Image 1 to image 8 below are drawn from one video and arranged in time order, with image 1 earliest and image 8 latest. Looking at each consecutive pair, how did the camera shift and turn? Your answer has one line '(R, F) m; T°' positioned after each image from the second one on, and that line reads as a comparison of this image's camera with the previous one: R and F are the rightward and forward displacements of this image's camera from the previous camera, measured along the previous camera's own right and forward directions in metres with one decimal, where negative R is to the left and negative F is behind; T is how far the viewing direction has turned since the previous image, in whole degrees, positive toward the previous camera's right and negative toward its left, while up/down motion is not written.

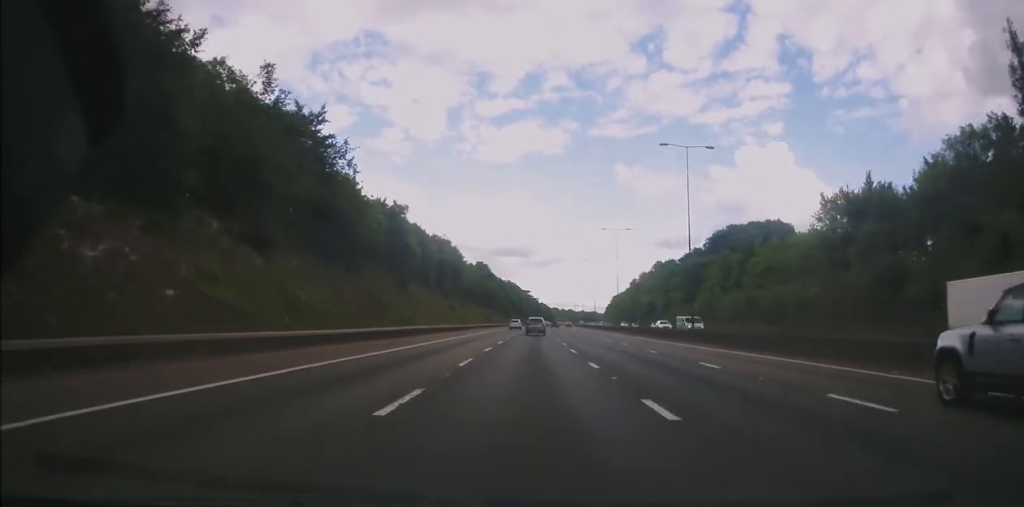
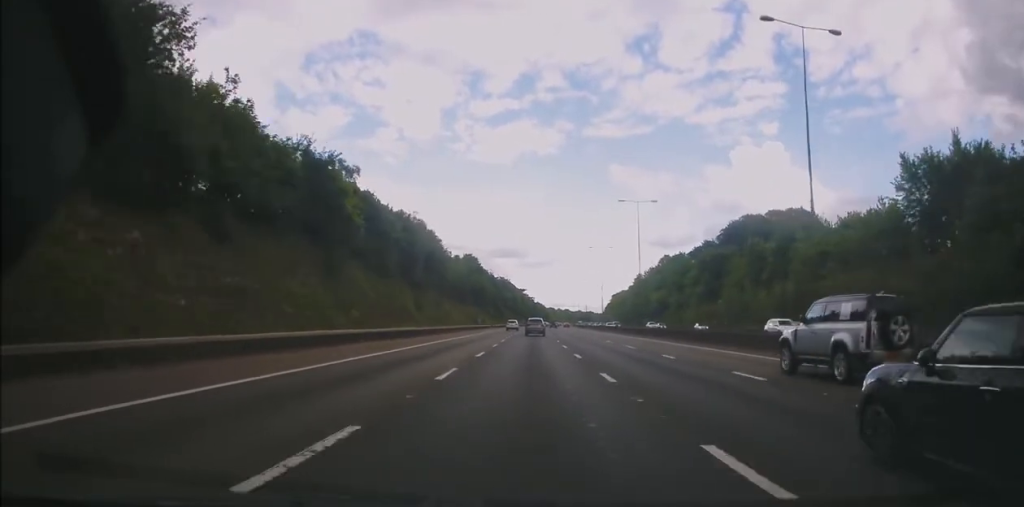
(0.0, +21.5) m; +1°
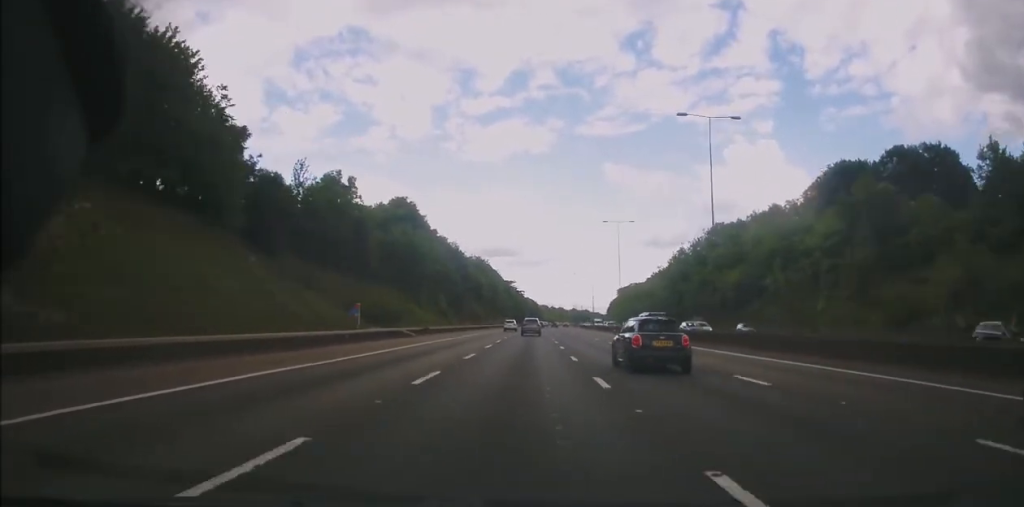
(+1.9, +72.8) m; +2°
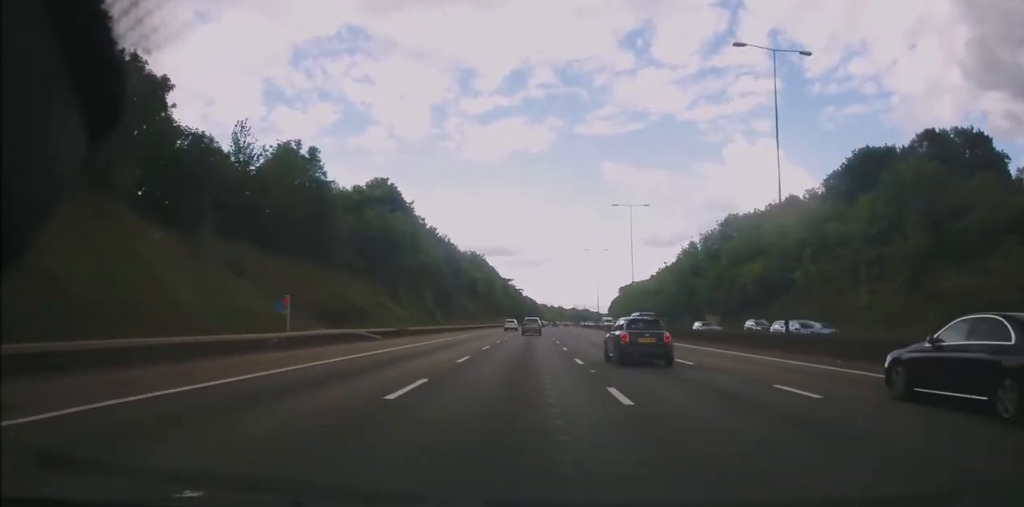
(0.0, +11.1) m; 0°
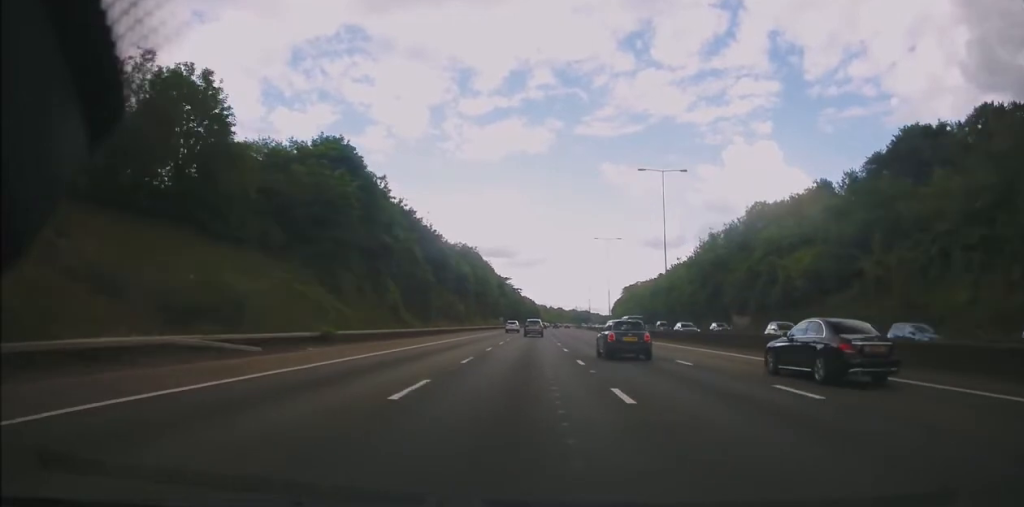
(0.0, +18.0) m; 0°
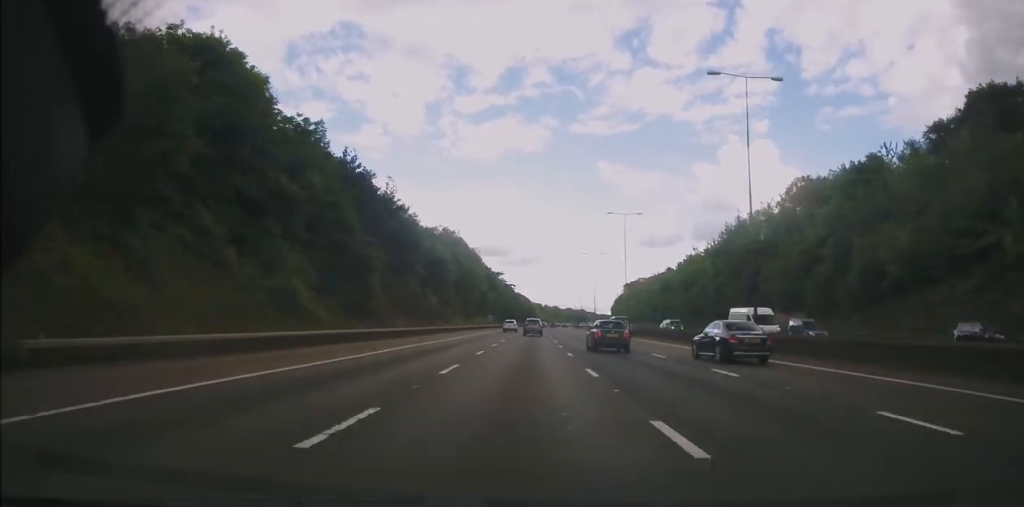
(0.0, +22.2) m; 0°
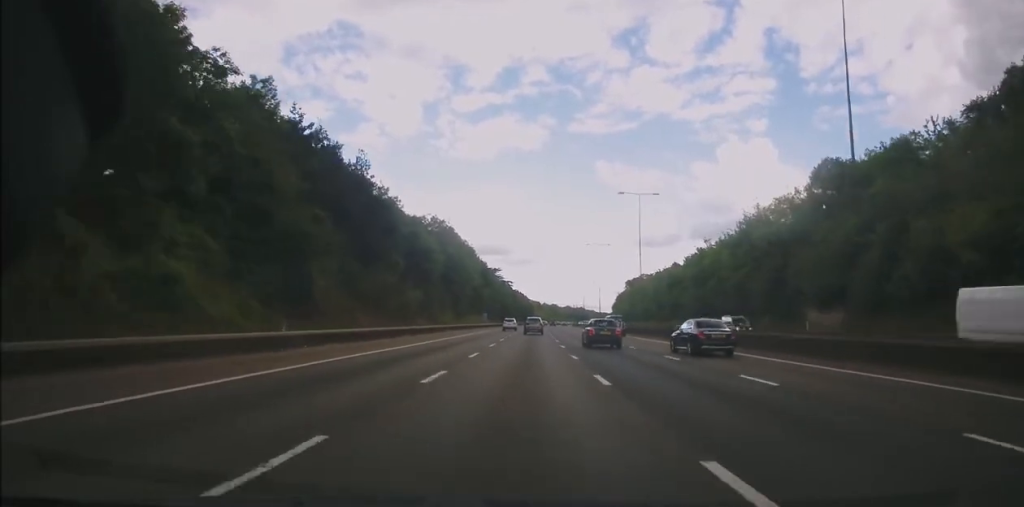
(-0.1, +11.1) m; +1°
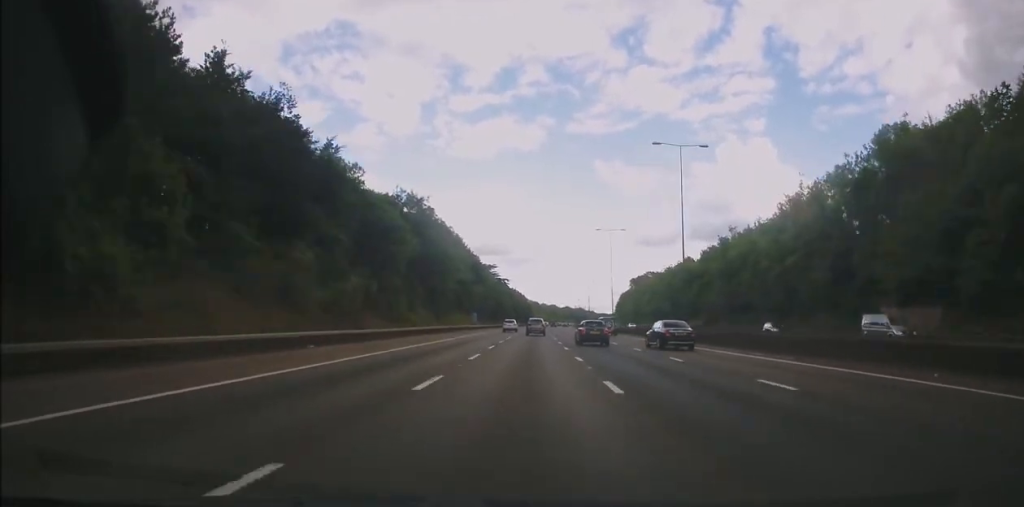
(+0.3, +18.8) m; 0°
